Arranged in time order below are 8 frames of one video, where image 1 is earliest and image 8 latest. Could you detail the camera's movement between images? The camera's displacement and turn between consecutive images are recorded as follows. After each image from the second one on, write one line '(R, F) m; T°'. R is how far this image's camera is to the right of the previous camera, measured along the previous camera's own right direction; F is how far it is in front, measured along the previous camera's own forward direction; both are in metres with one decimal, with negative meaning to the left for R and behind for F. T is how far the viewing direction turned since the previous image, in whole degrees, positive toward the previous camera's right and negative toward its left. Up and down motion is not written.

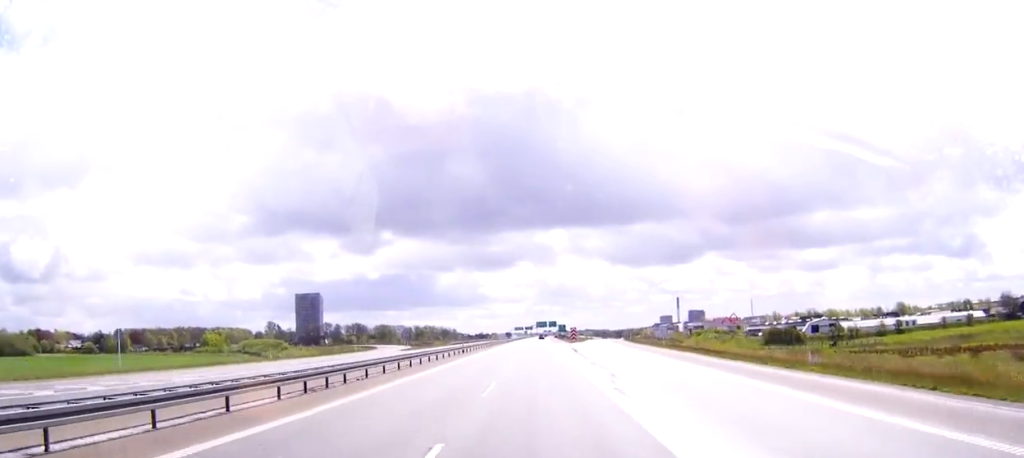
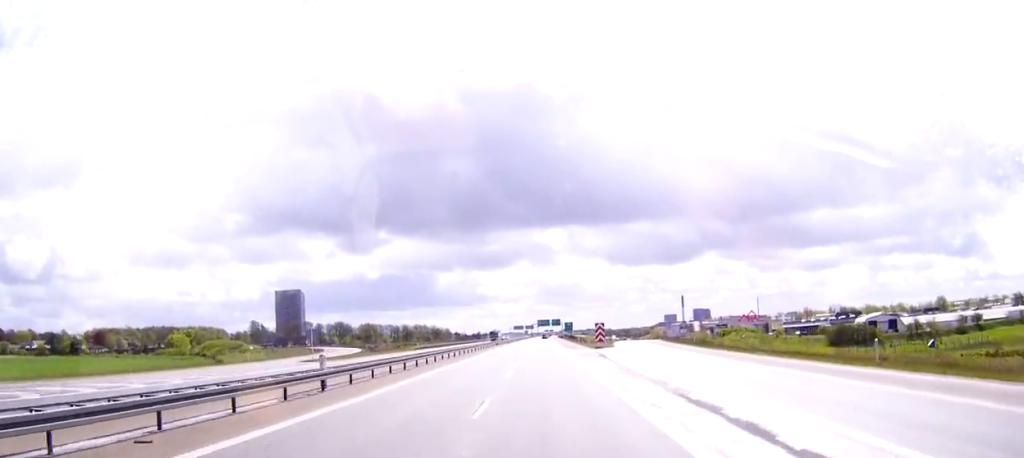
(0.0, +52.1) m; 0°
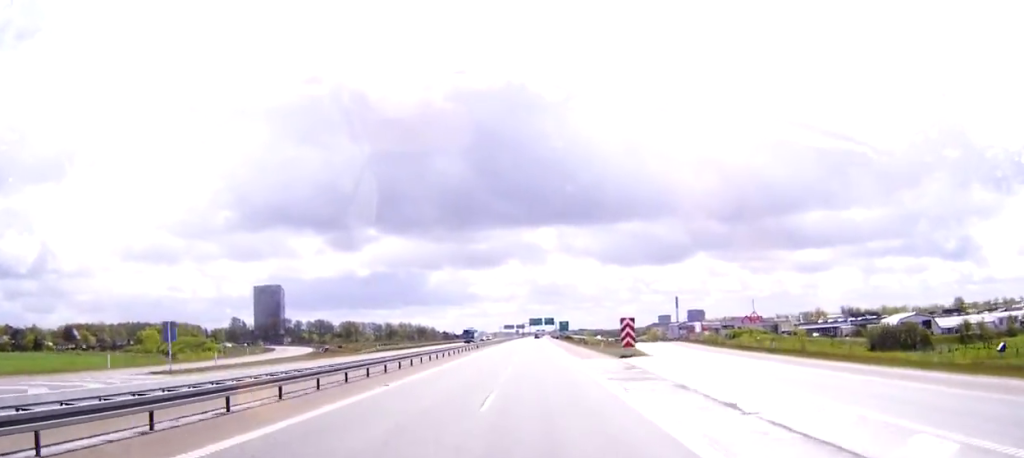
(0.0, +28.2) m; 0°
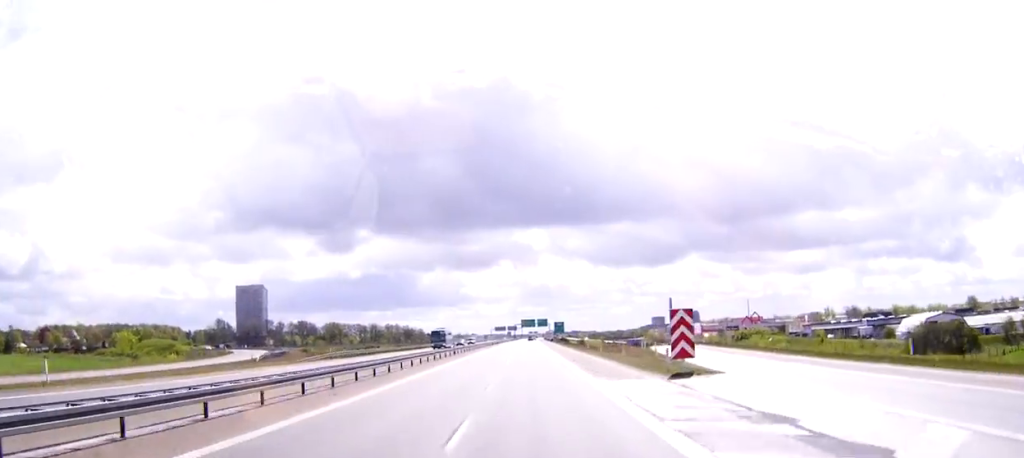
(0.0, +20.7) m; 0°
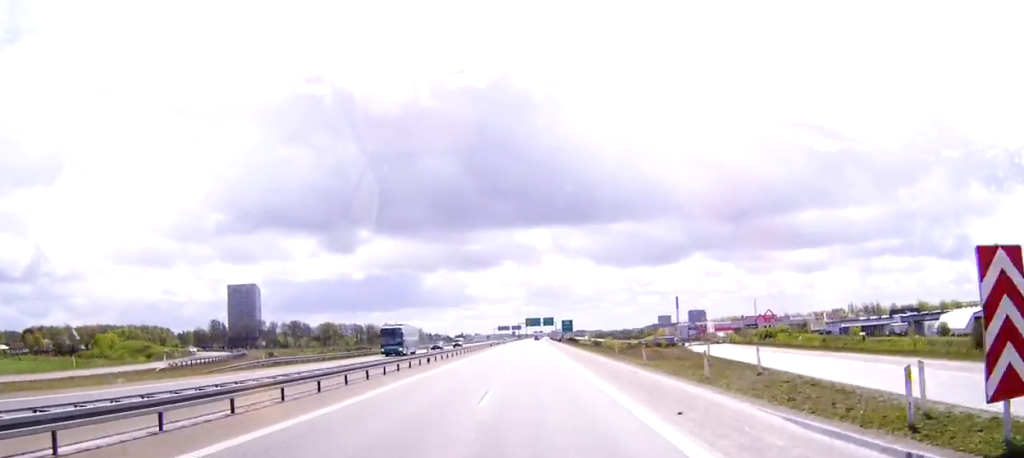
(0.0, +22.4) m; 0°
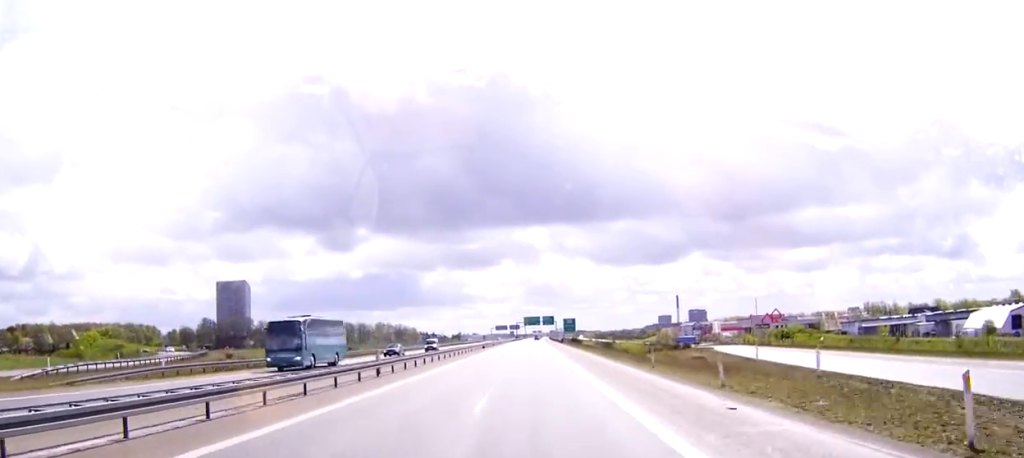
(0.0, +17.4) m; 0°
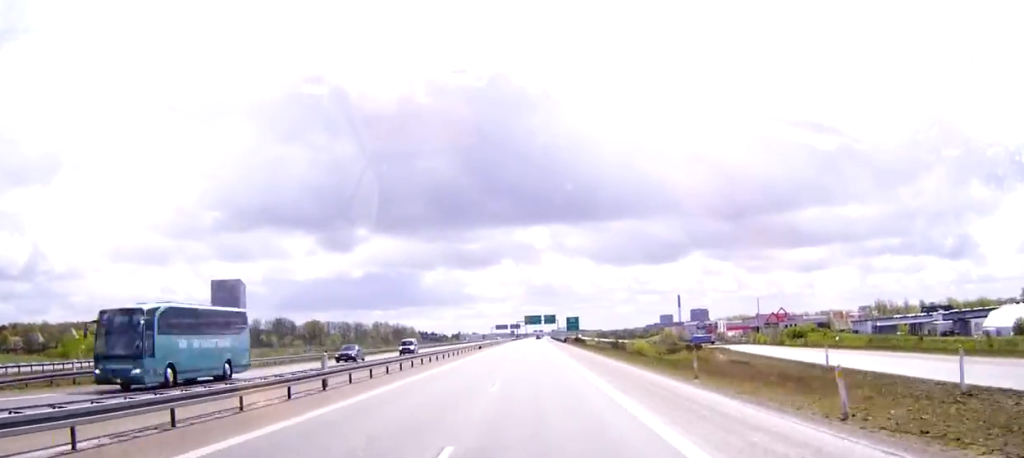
(0.0, +9.9) m; 0°
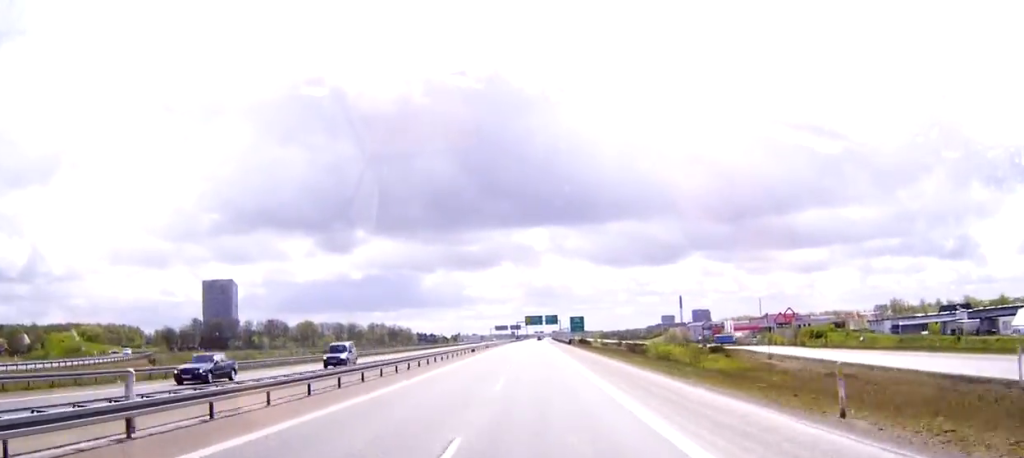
(0.0, +14.0) m; 0°
